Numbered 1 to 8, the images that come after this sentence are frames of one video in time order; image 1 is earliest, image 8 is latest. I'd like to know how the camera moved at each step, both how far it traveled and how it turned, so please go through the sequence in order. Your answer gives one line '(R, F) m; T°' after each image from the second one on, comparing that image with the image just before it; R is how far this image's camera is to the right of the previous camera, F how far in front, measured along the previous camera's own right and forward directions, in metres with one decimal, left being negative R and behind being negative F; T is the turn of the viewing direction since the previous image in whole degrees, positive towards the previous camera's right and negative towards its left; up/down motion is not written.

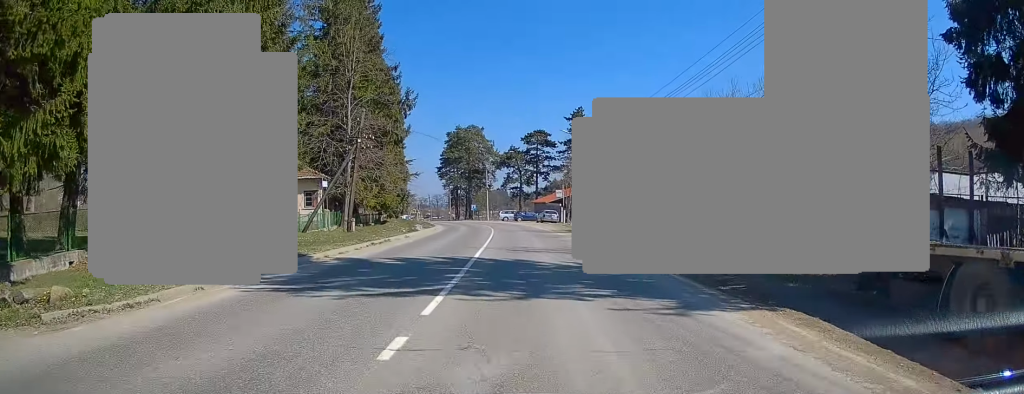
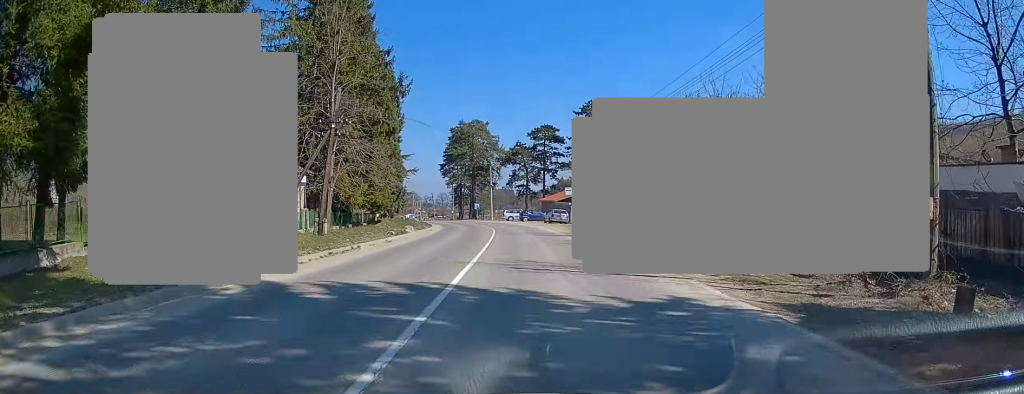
(-0.1, +5.5) m; -1°
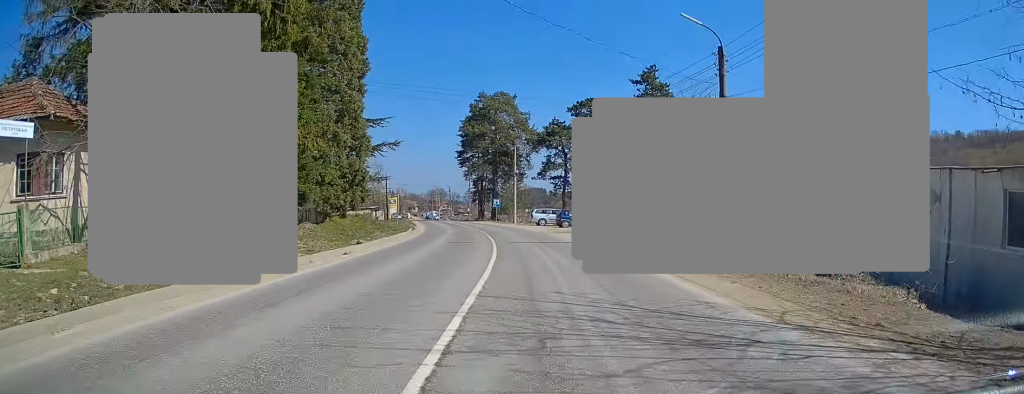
(-0.8, +25.0) m; -4°
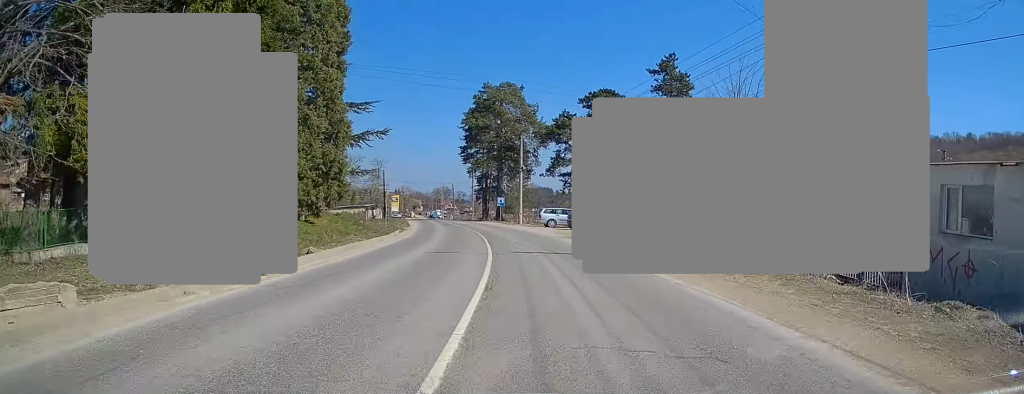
(-0.1, +5.9) m; -1°
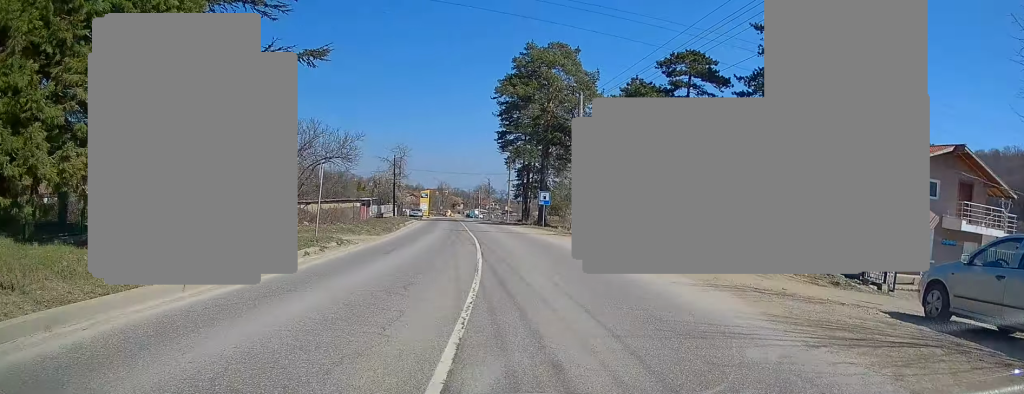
(-0.4, +19.8) m; -3°
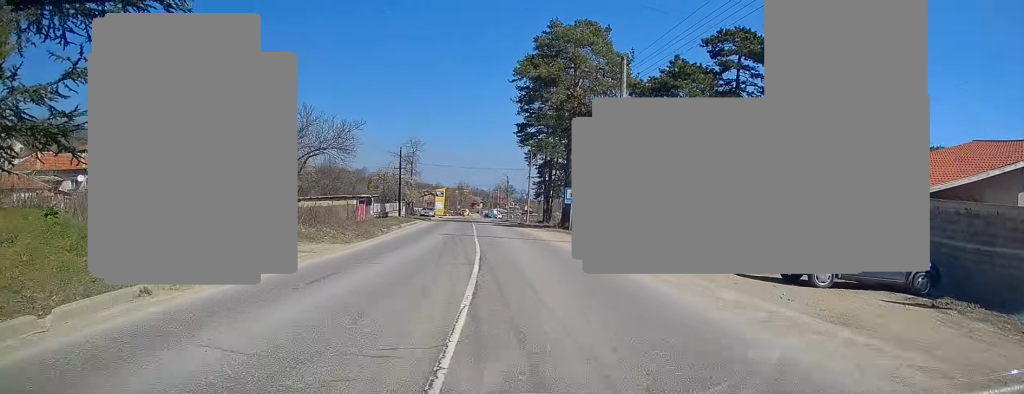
(-0.1, +7.6) m; -2°
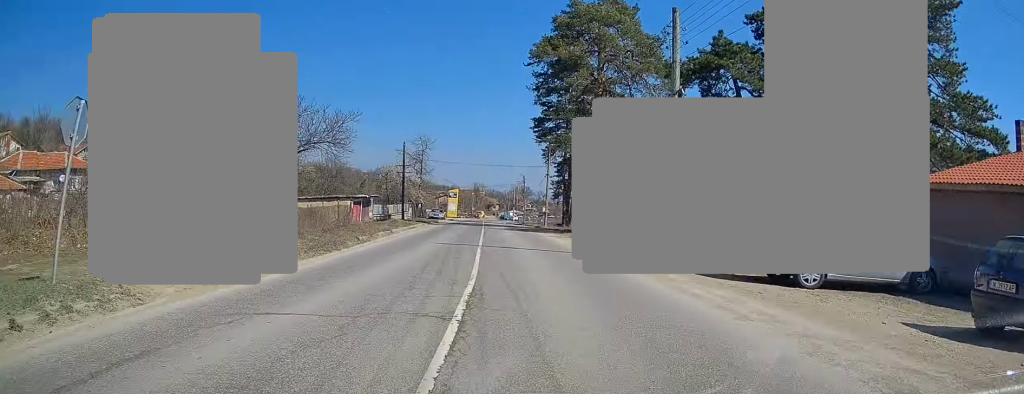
(-0.1, +6.2) m; -1°
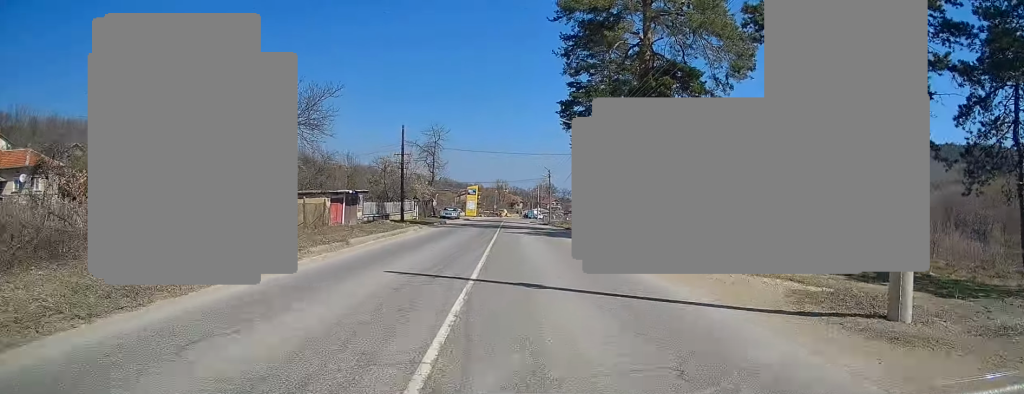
(-0.2, +10.1) m; -2°
